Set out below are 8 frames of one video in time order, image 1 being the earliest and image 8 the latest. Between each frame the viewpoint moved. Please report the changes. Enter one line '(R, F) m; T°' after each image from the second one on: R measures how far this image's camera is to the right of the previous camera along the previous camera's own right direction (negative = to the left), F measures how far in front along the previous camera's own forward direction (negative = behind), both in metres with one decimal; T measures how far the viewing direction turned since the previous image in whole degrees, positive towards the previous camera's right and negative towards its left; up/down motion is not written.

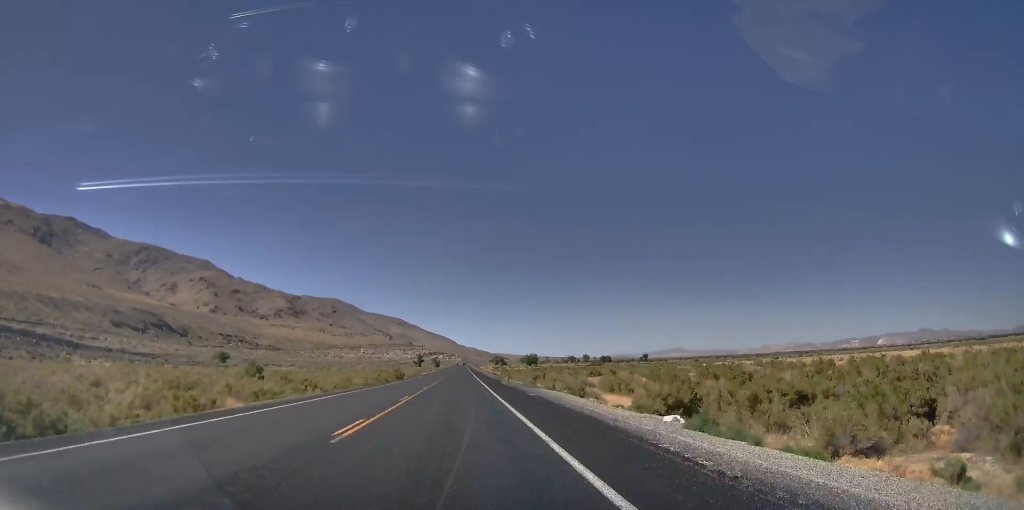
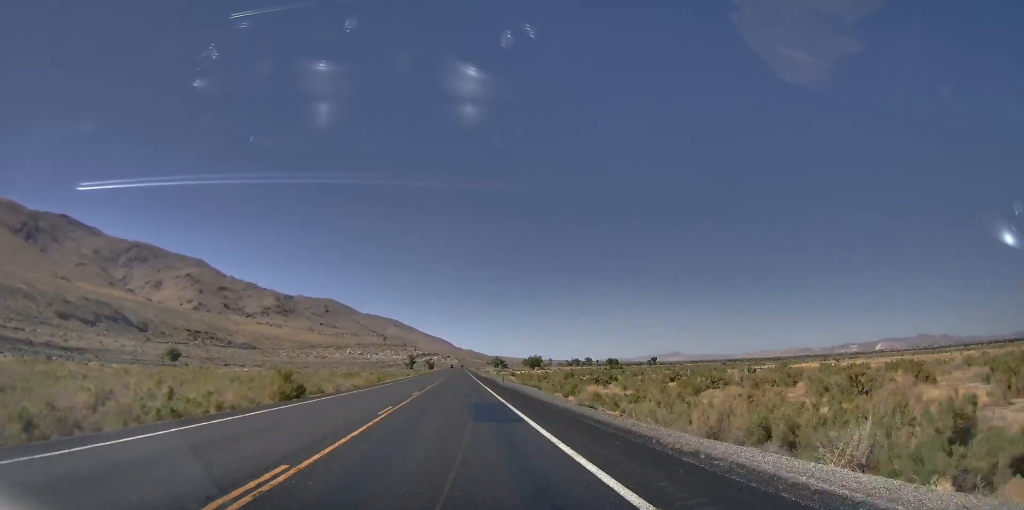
(+0.1, +67.6) m; +1°
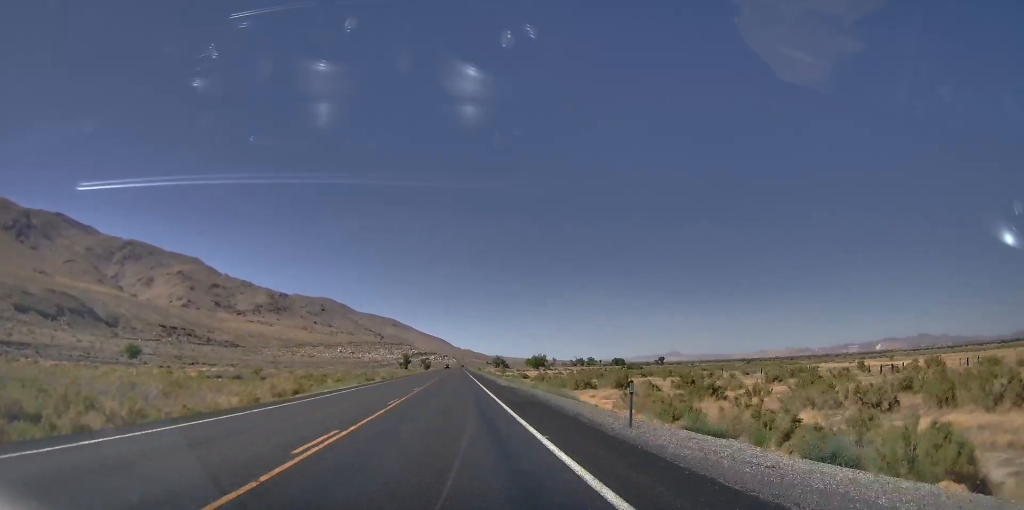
(+0.2, +44.1) m; 0°
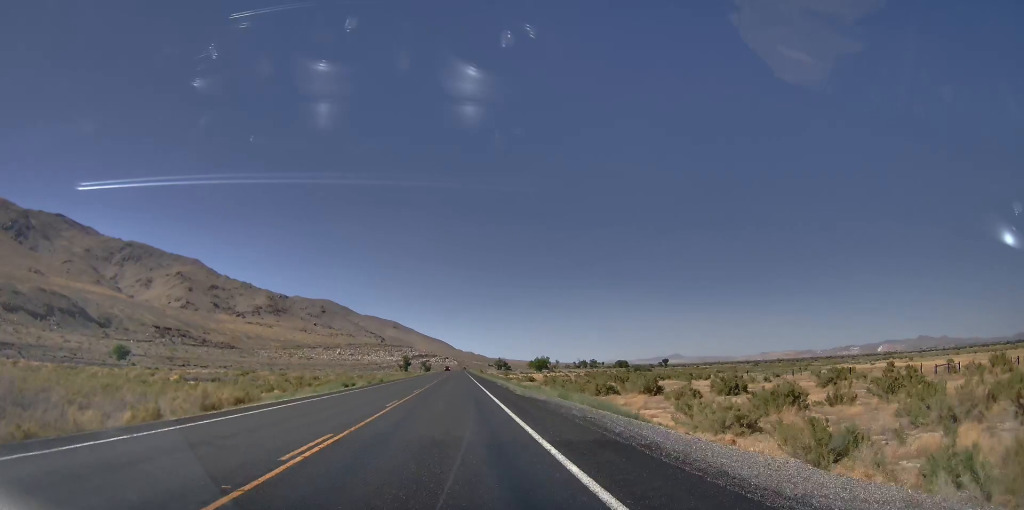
(-0.1, +12.7) m; 0°
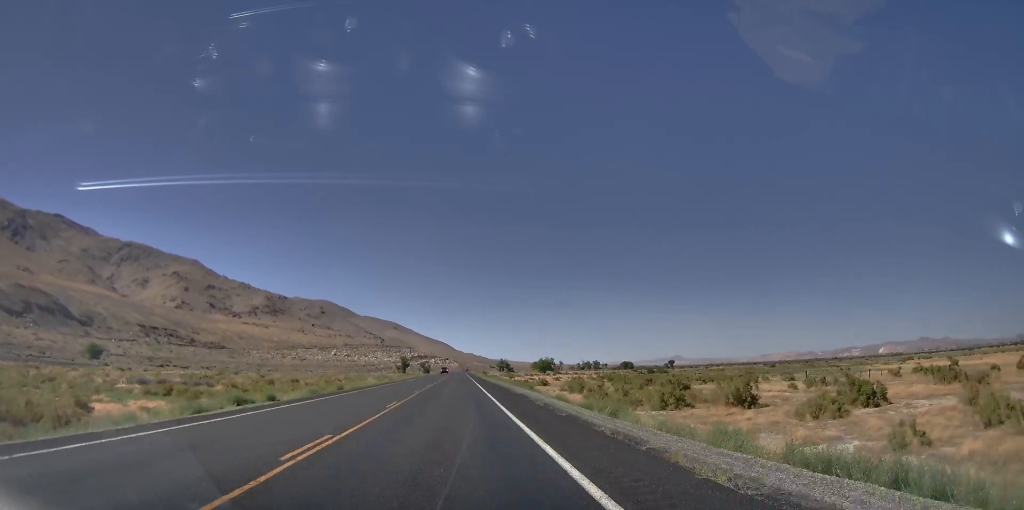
(-0.3, +24.4) m; -1°
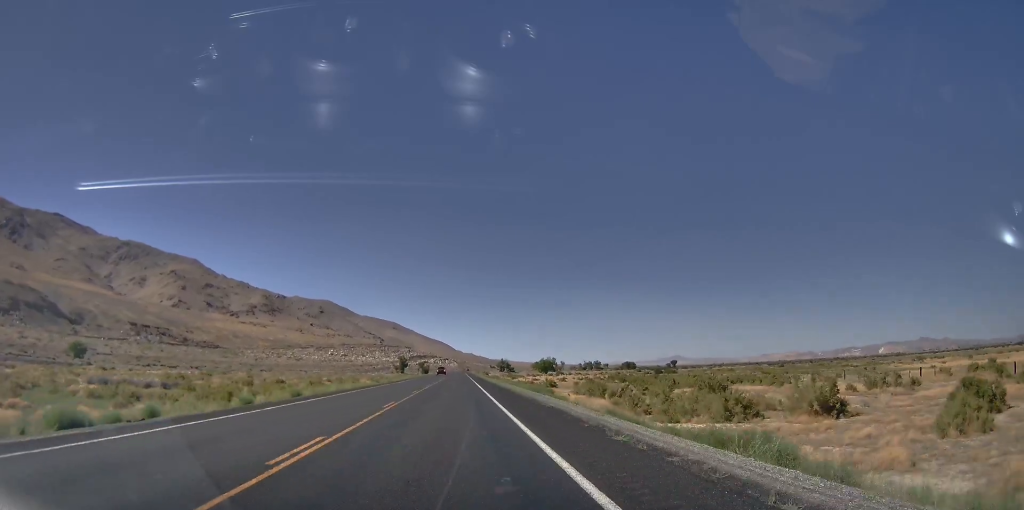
(0.0, +12.8) m; +1°
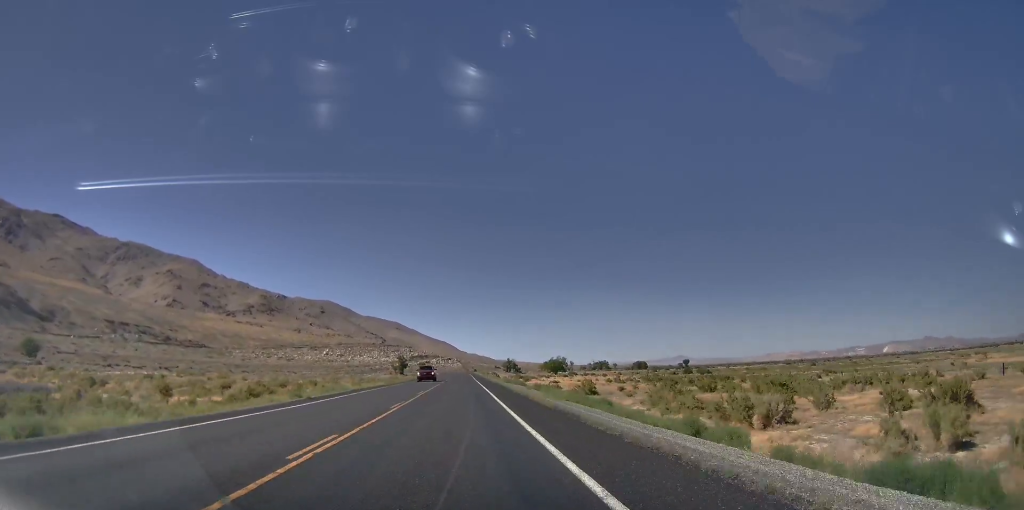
(+0.5, +36.0) m; +1°
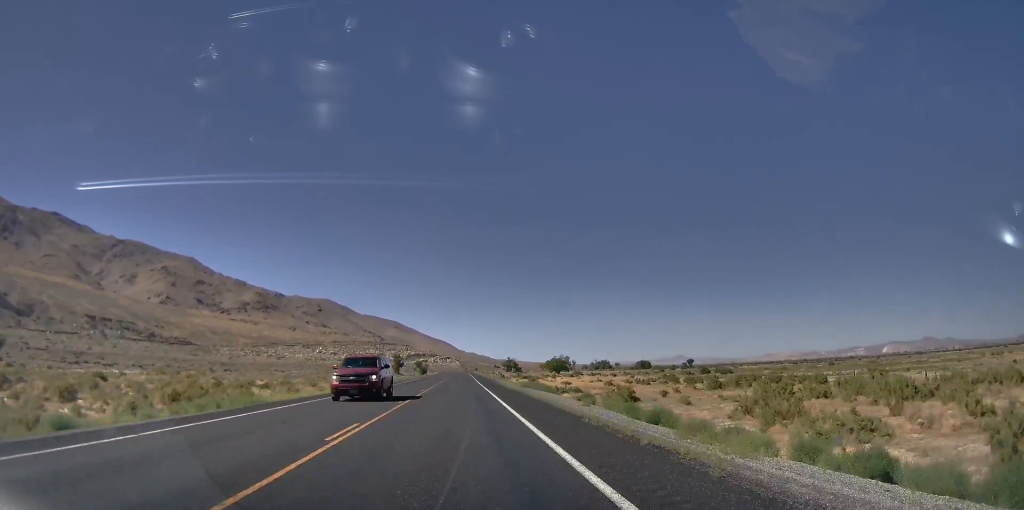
(+0.2, +22.2) m; 0°
